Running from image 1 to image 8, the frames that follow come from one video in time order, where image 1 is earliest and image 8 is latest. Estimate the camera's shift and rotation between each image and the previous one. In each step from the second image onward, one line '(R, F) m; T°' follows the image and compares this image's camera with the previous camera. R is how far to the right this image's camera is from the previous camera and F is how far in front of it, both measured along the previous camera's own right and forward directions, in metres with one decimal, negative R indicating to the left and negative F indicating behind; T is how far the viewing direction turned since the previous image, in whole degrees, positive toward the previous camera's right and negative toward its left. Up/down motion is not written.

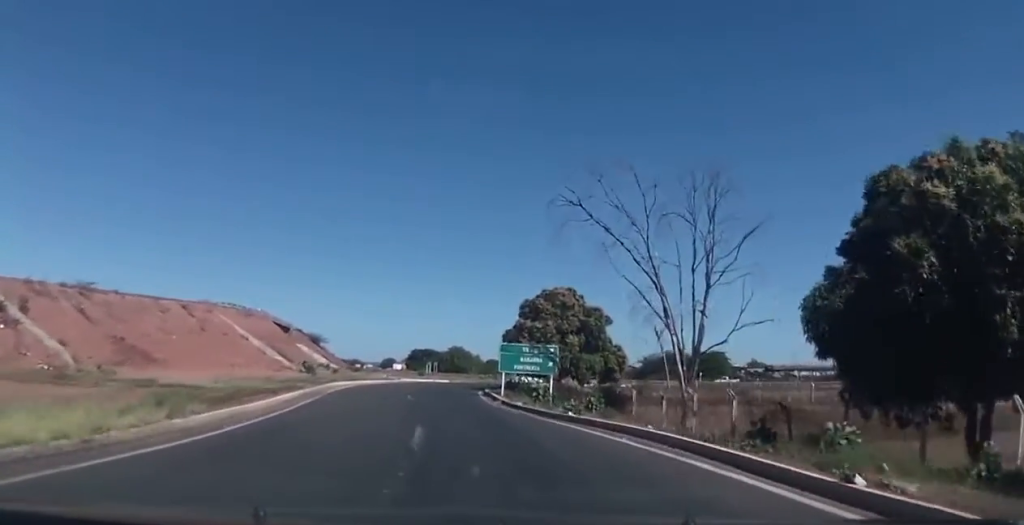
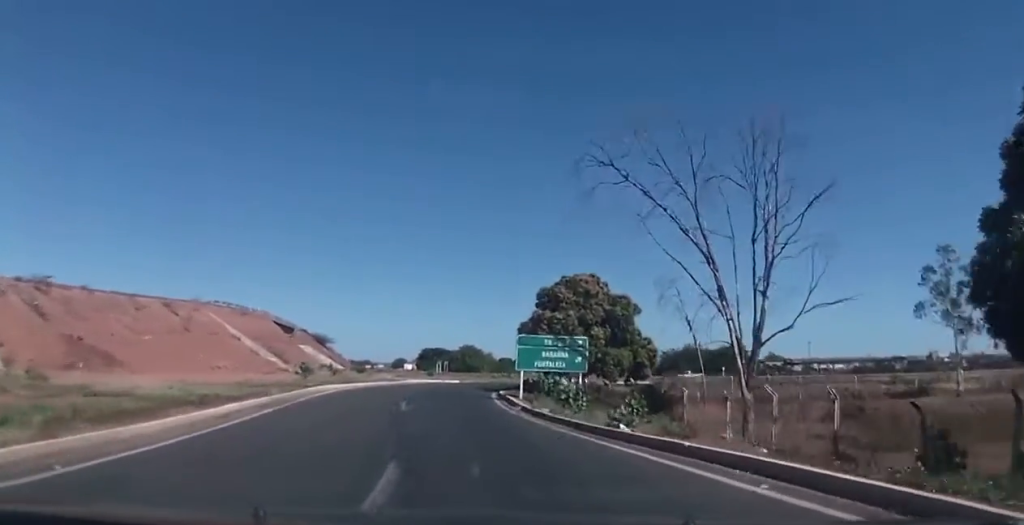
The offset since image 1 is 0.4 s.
(-0.1, +6.4) m; 0°
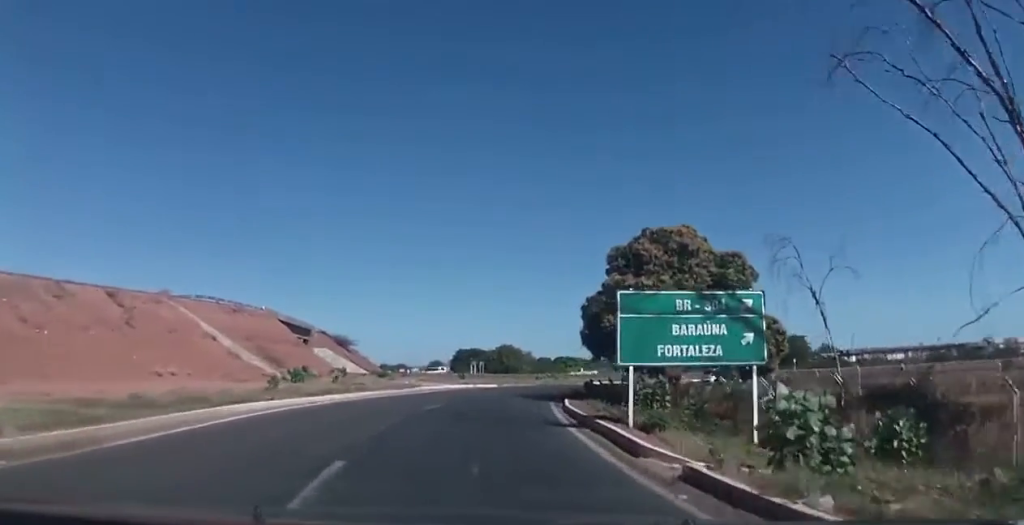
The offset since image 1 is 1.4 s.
(+0.4, +15.7) m; -2°
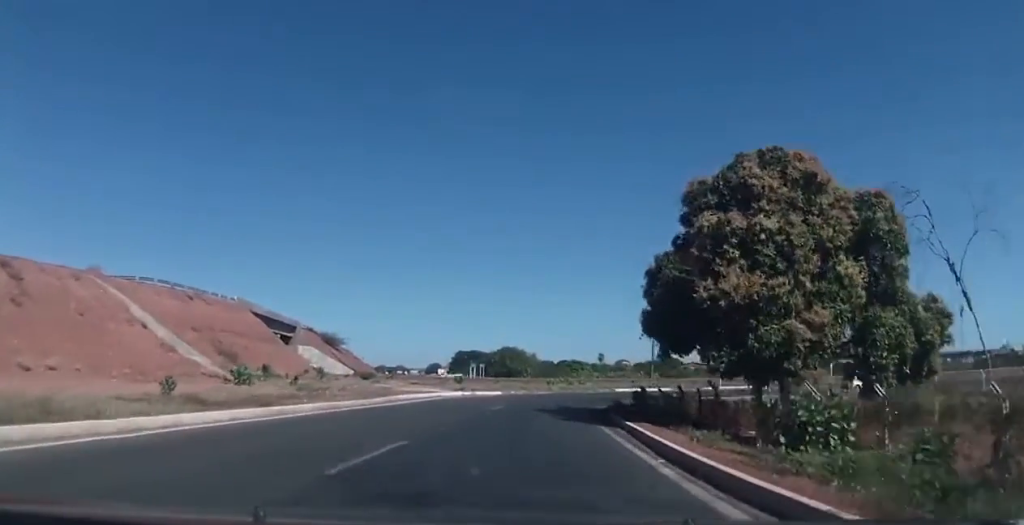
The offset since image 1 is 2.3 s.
(-0.9, +13.3) m; -2°
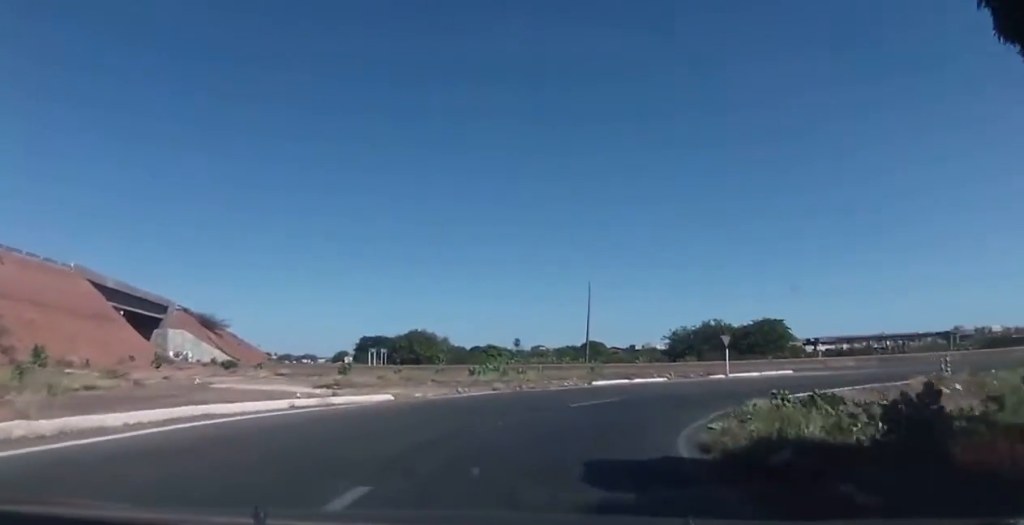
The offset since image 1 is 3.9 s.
(0.0, +23.8) m; +1°
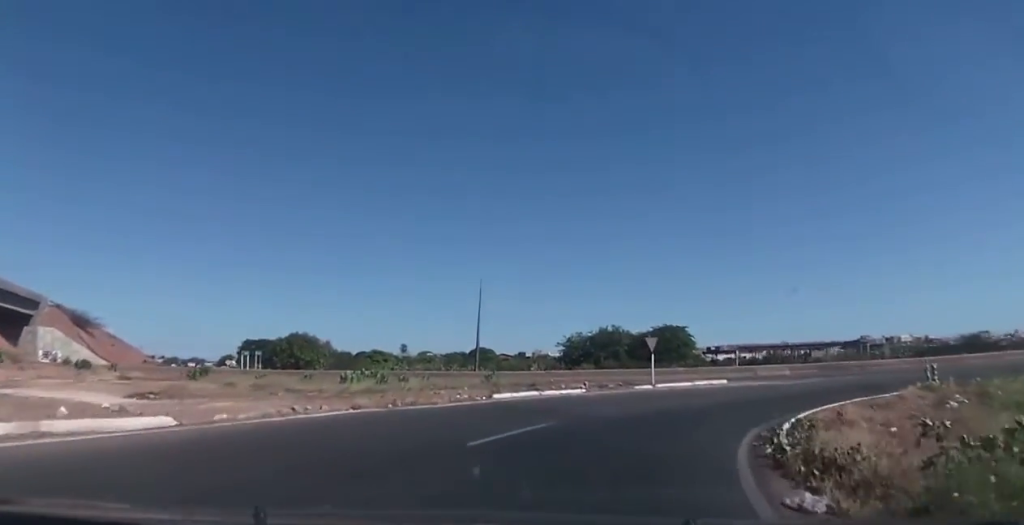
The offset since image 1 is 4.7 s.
(+0.1, +9.3) m; +5°
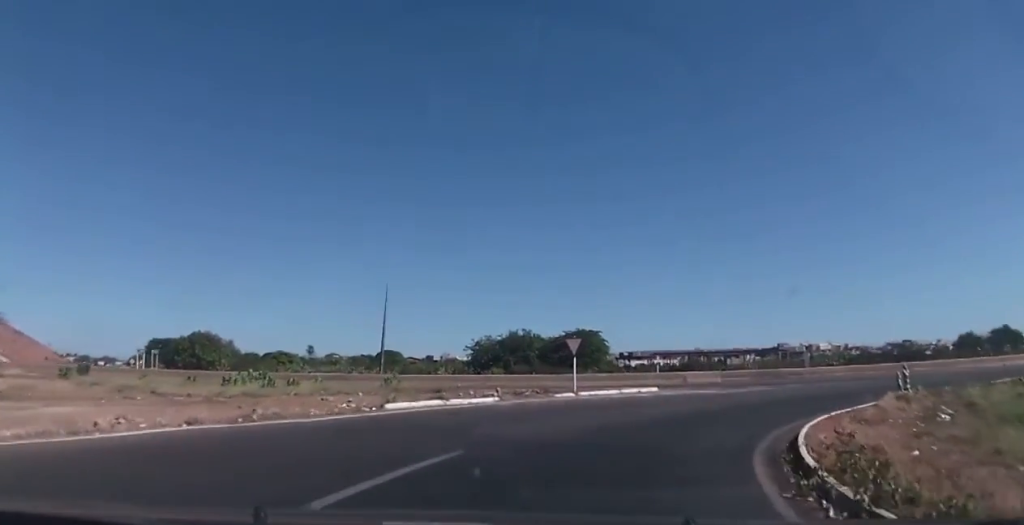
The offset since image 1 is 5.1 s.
(+0.1, +5.5) m; +6°
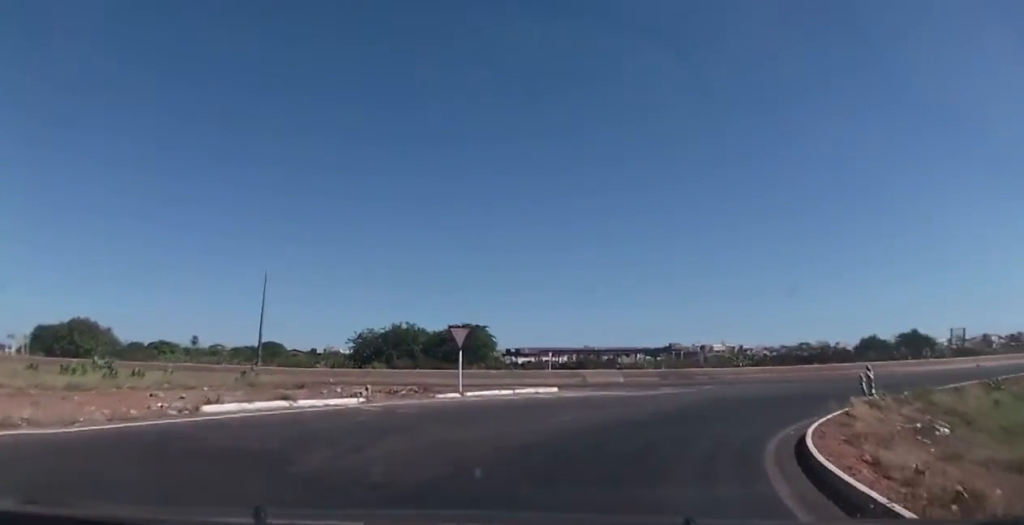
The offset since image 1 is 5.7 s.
(+0.5, +6.0) m; +7°
